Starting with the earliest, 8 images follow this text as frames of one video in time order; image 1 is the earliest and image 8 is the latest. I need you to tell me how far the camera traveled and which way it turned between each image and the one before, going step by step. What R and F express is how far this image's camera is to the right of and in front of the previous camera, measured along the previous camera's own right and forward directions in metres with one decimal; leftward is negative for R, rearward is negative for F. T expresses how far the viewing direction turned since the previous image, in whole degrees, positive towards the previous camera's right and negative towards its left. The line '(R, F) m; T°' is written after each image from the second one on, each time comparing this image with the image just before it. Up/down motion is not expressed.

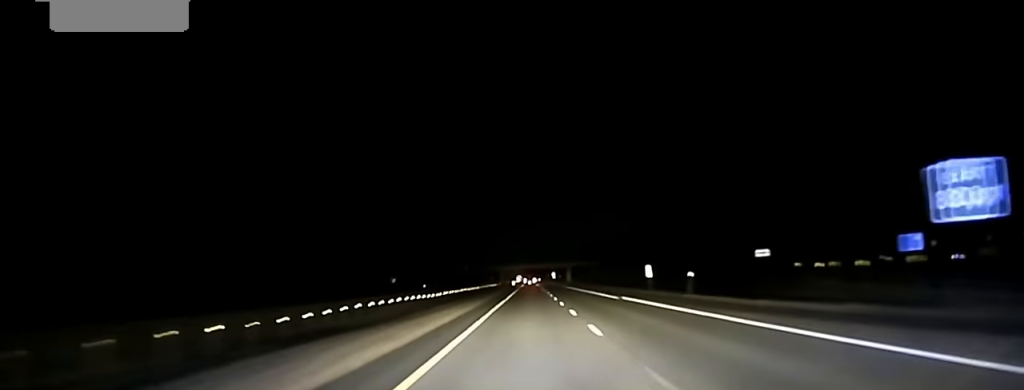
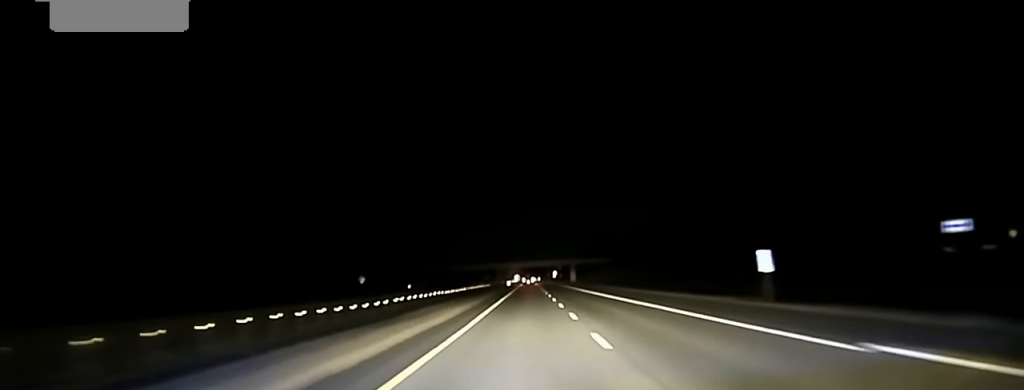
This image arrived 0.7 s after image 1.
(+0.2, +43.1) m; 0°
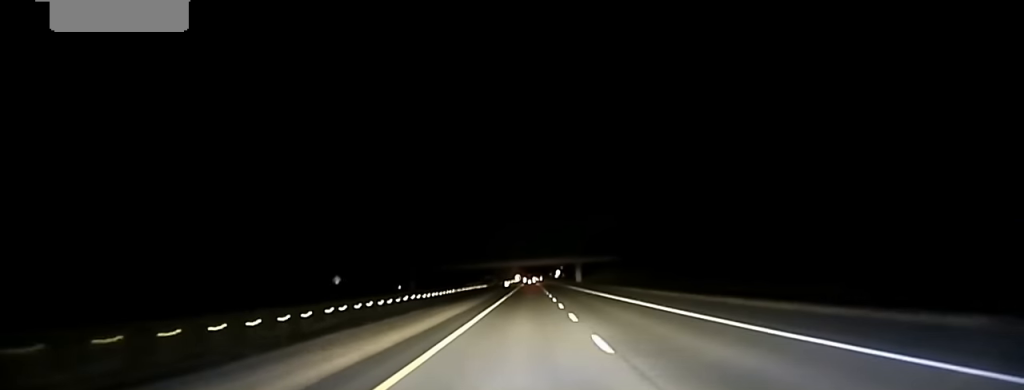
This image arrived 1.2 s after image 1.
(+0.1, +27.9) m; 0°
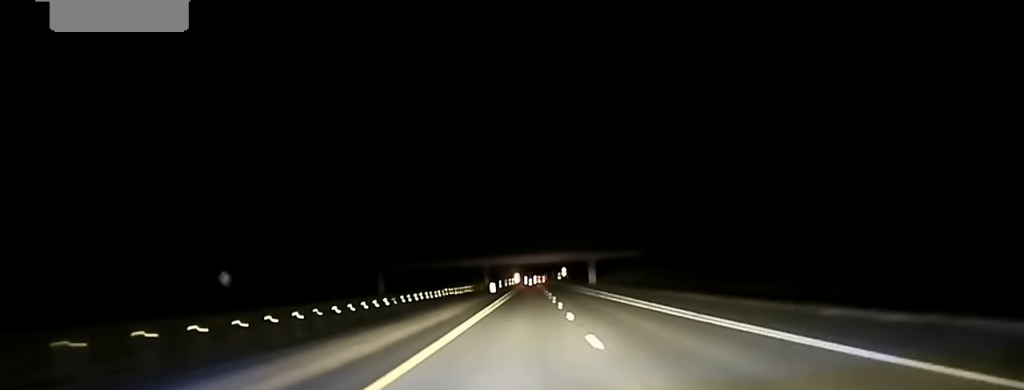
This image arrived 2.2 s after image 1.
(-0.2, +65.3) m; 0°
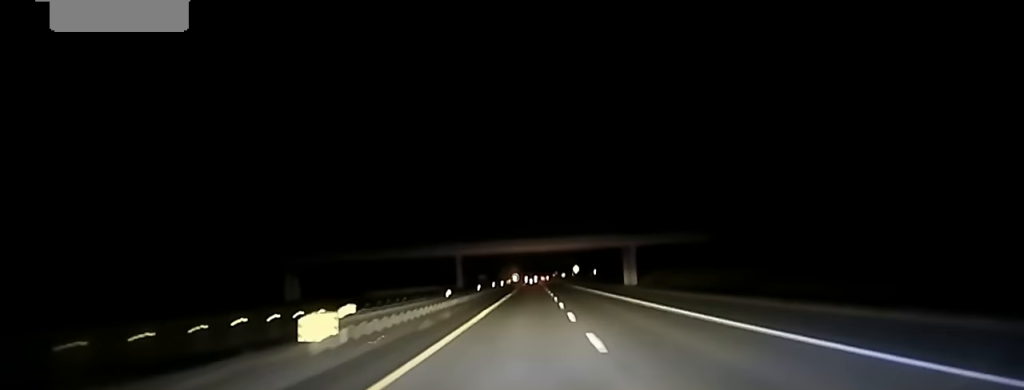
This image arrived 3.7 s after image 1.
(-0.2, +79.6) m; 0°
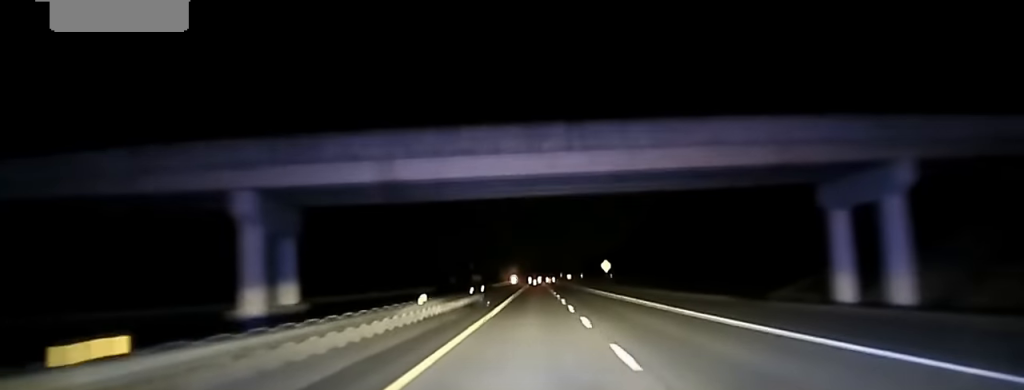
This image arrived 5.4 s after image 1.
(-0.2, +94.3) m; 0°
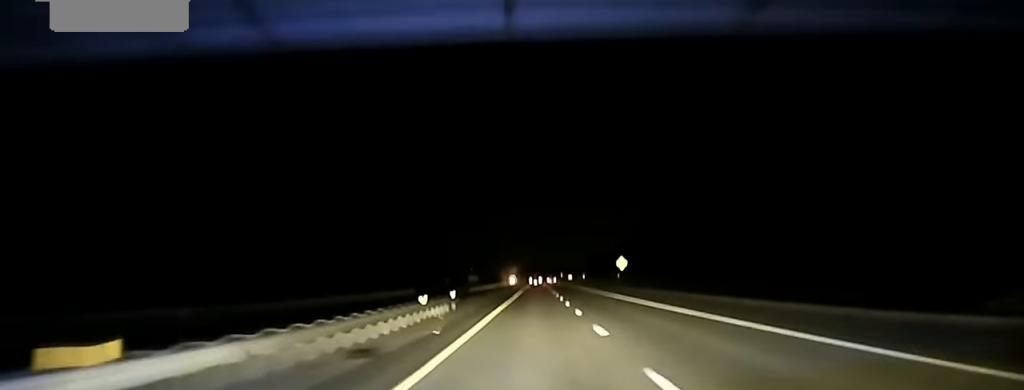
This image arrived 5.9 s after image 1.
(0.0, +30.0) m; 0°
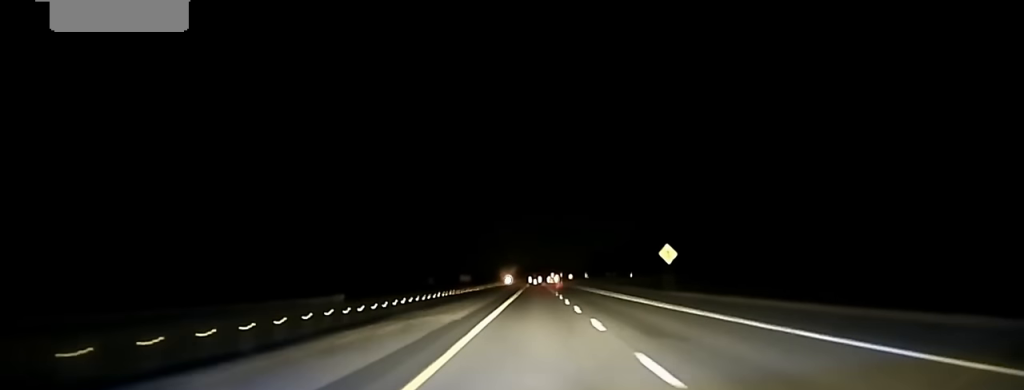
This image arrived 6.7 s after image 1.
(0.0, +43.6) m; 0°
